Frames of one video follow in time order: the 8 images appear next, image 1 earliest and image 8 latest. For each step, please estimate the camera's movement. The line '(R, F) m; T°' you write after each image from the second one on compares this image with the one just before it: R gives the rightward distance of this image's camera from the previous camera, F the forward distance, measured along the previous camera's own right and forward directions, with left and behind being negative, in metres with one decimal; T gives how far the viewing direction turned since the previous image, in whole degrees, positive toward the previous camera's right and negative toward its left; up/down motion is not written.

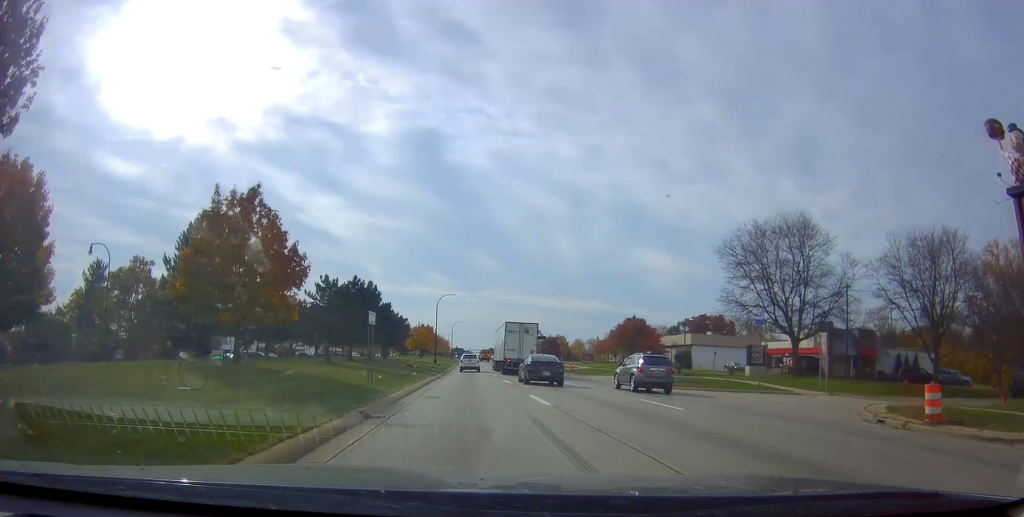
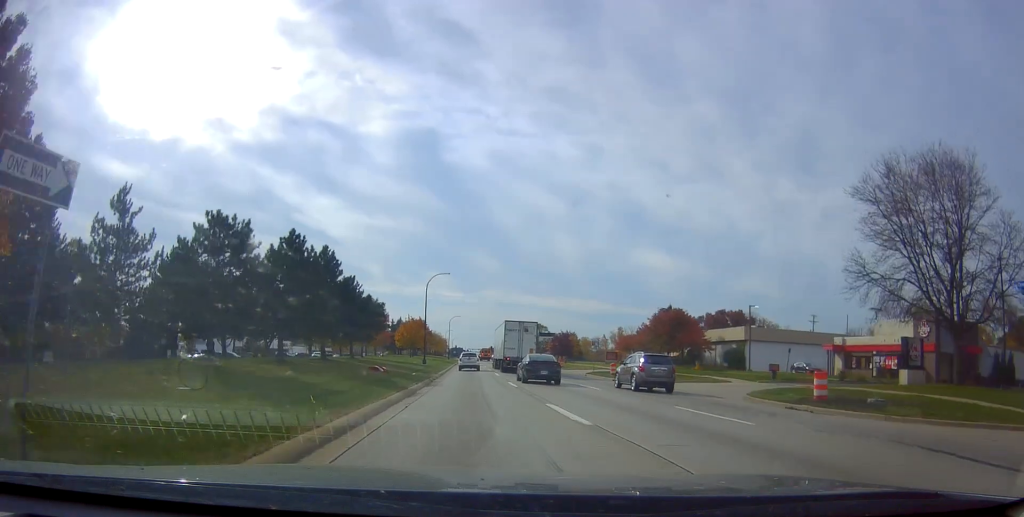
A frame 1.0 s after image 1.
(-0.4, +18.7) m; +1°
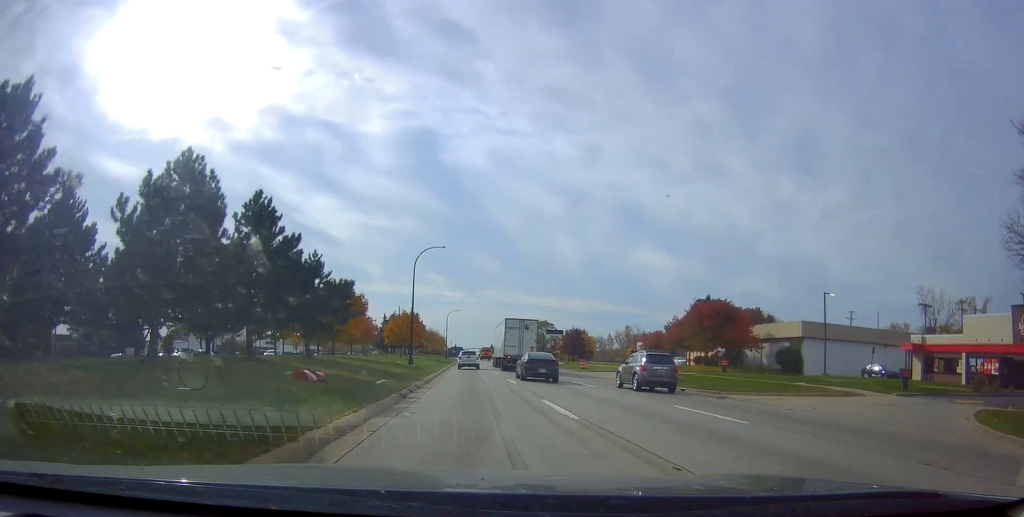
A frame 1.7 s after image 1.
(+0.5, +13.7) m; +2°
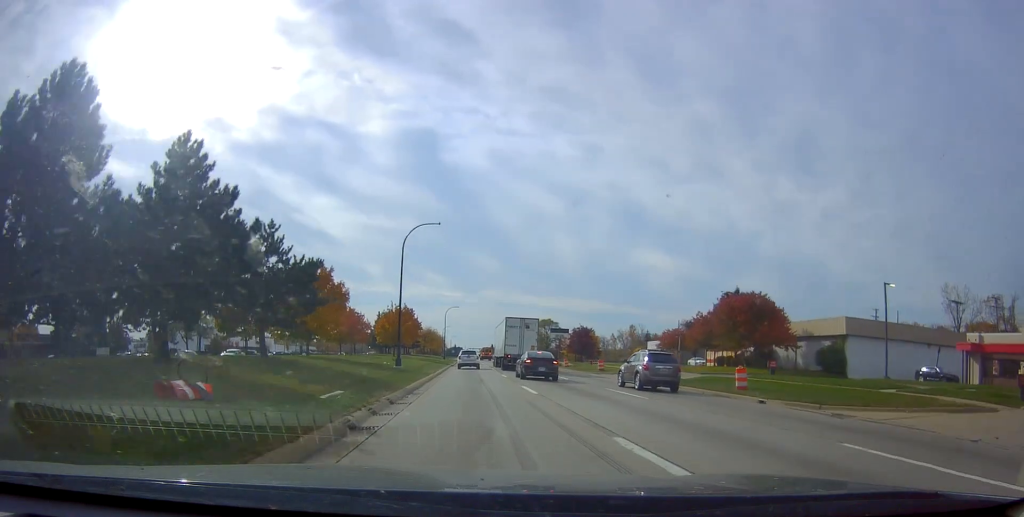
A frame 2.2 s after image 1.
(0.0, +8.1) m; 0°
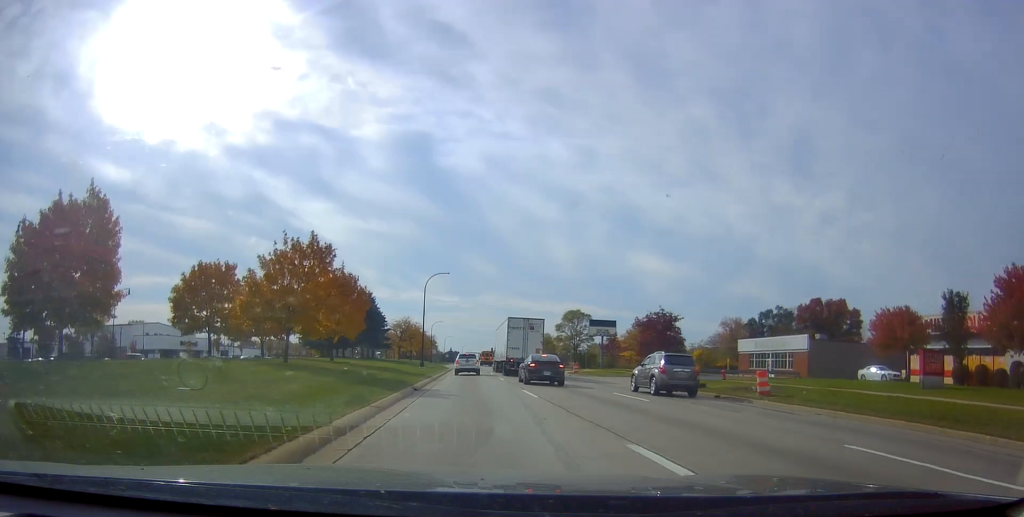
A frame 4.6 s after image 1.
(-0.4, +45.0) m; 0°
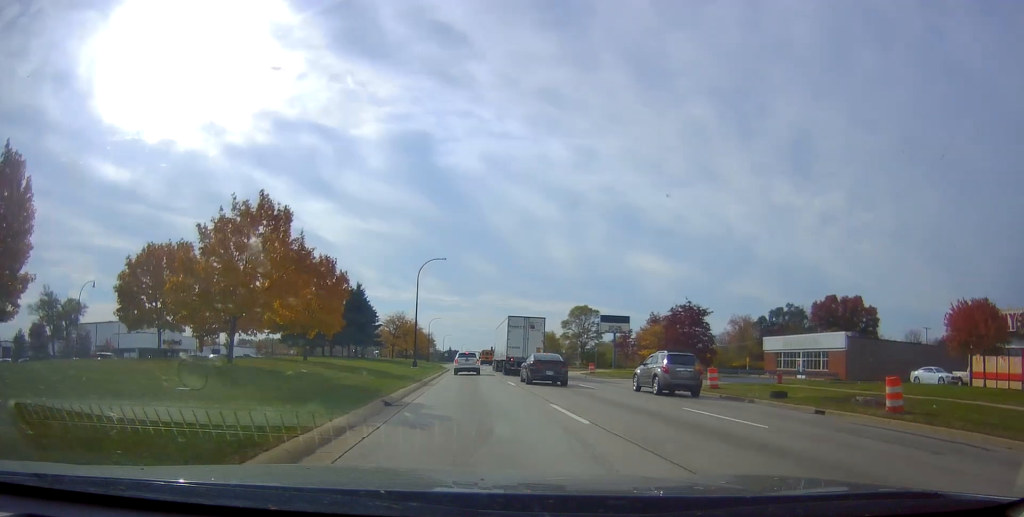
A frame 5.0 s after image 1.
(0.0, +7.7) m; 0°
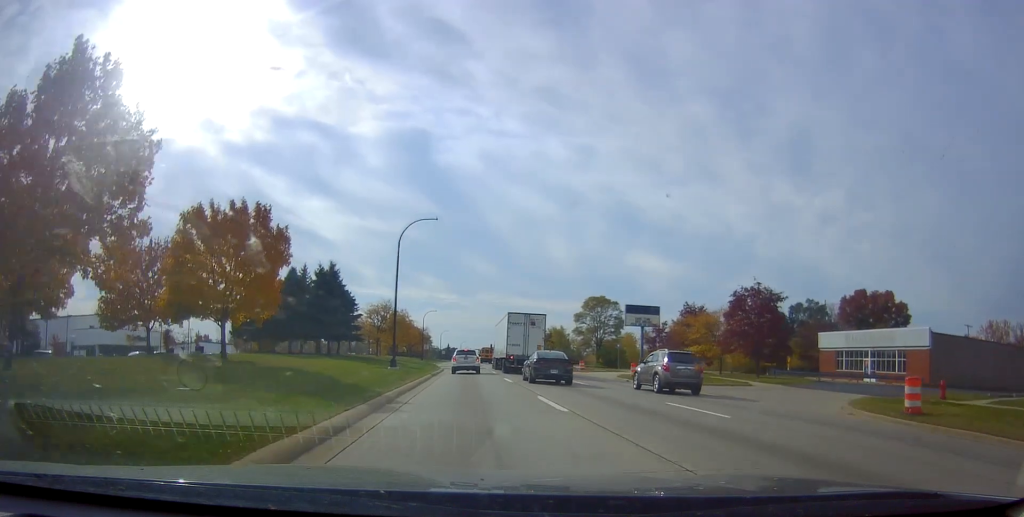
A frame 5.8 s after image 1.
(0.0, +13.9) m; 0°
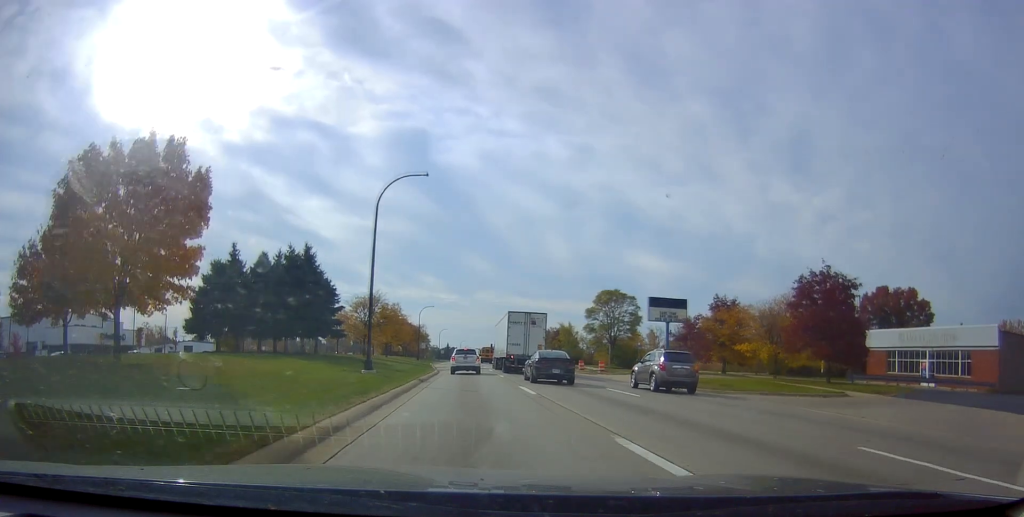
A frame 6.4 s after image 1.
(0.0, +8.8) m; 0°
